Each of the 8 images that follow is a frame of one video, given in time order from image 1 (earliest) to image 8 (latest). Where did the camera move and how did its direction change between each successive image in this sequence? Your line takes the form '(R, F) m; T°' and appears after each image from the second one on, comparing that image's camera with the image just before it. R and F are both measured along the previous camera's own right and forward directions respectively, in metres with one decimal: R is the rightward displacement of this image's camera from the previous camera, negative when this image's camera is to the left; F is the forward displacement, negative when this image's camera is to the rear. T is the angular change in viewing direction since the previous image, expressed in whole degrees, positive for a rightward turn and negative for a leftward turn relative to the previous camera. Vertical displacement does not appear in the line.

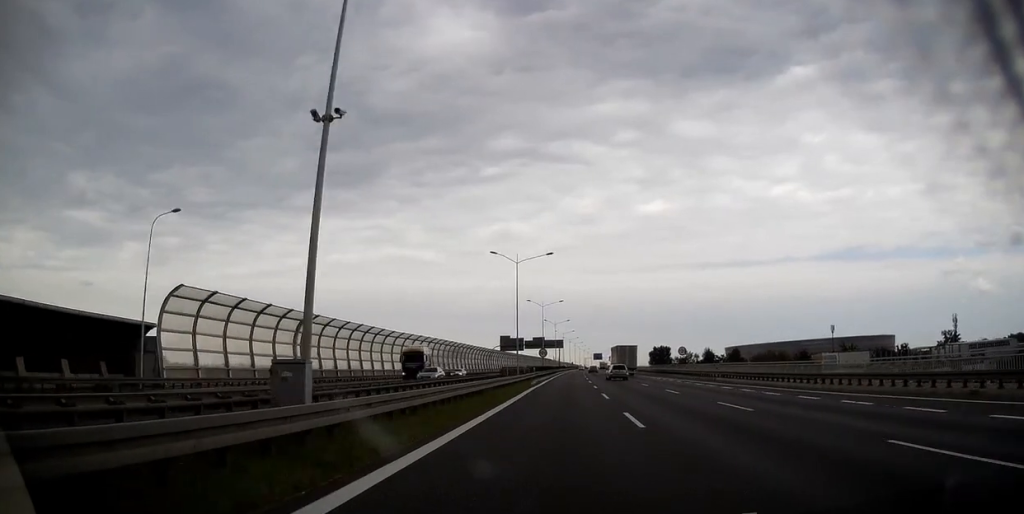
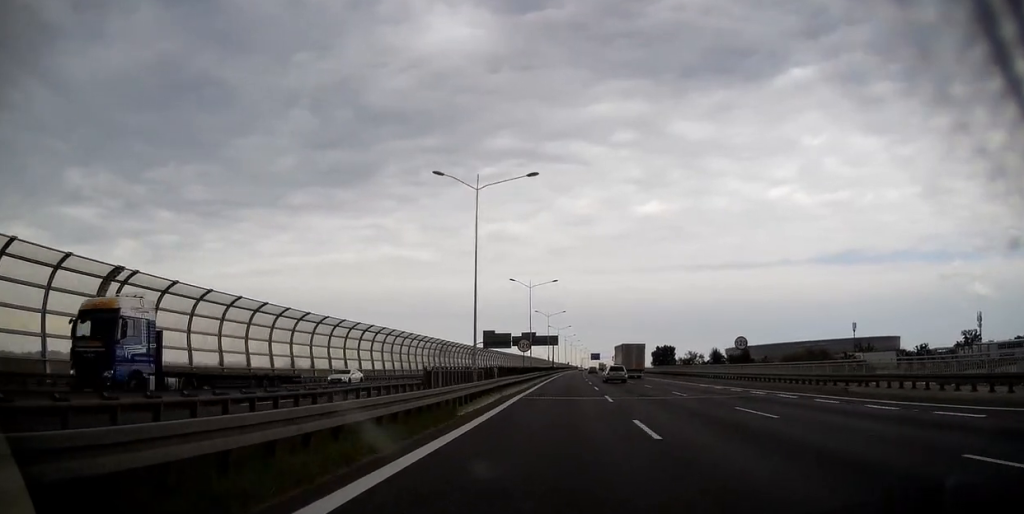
(0.0, +26.1) m; 0°
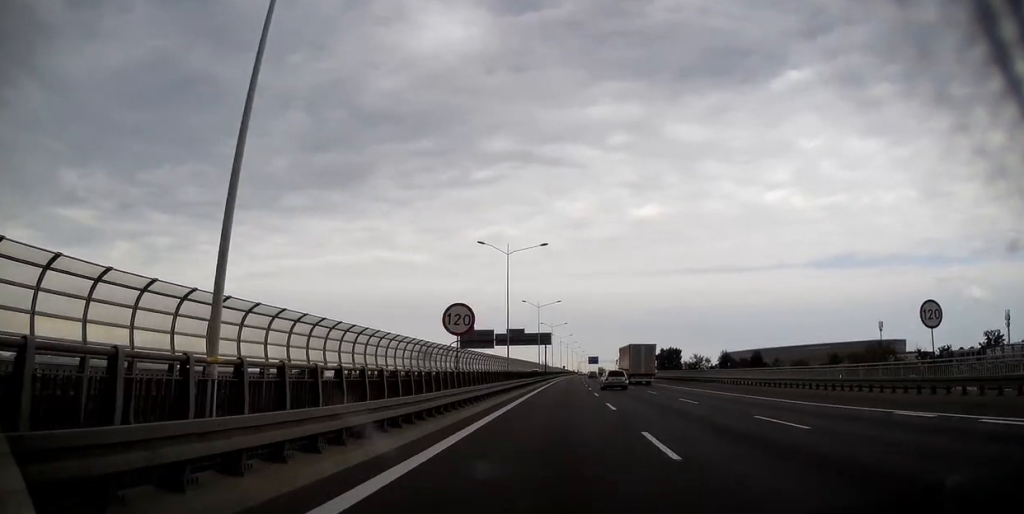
(+0.1, +26.2) m; +1°
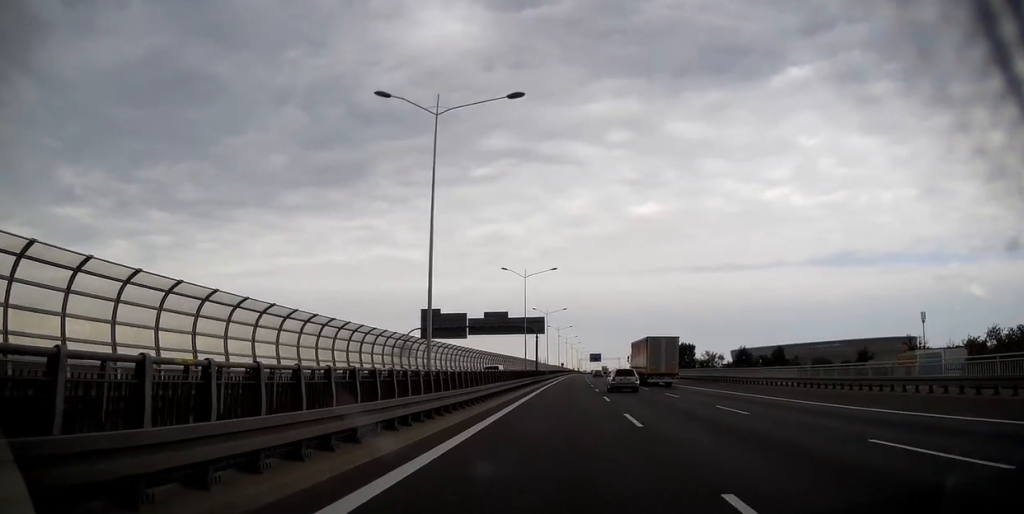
(+0.2, +30.7) m; 0°
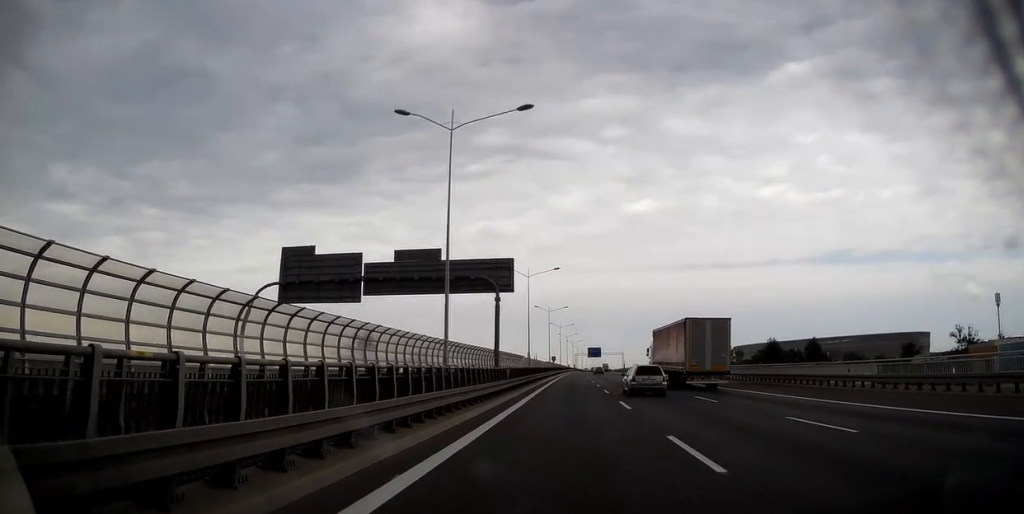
(-0.1, +43.0) m; 0°
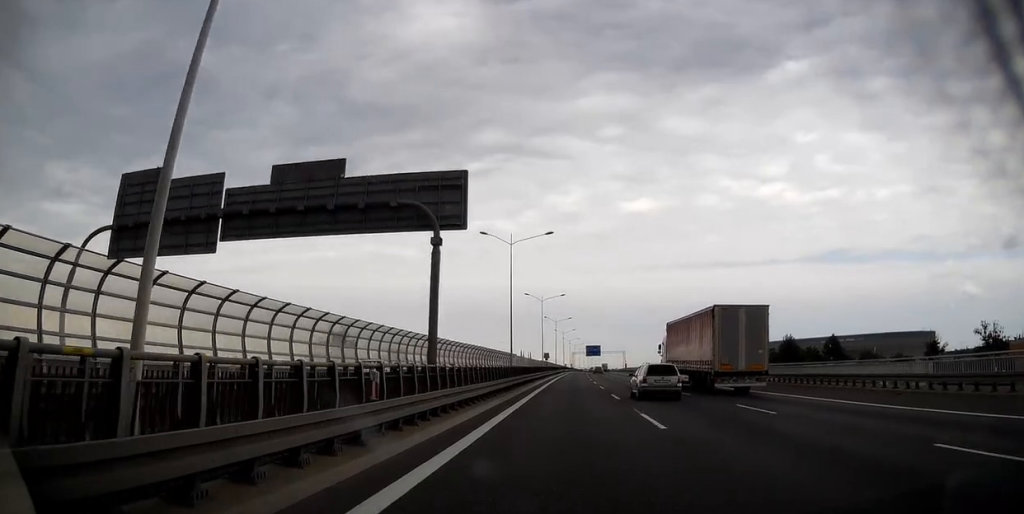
(+0.2, +18.8) m; 0°
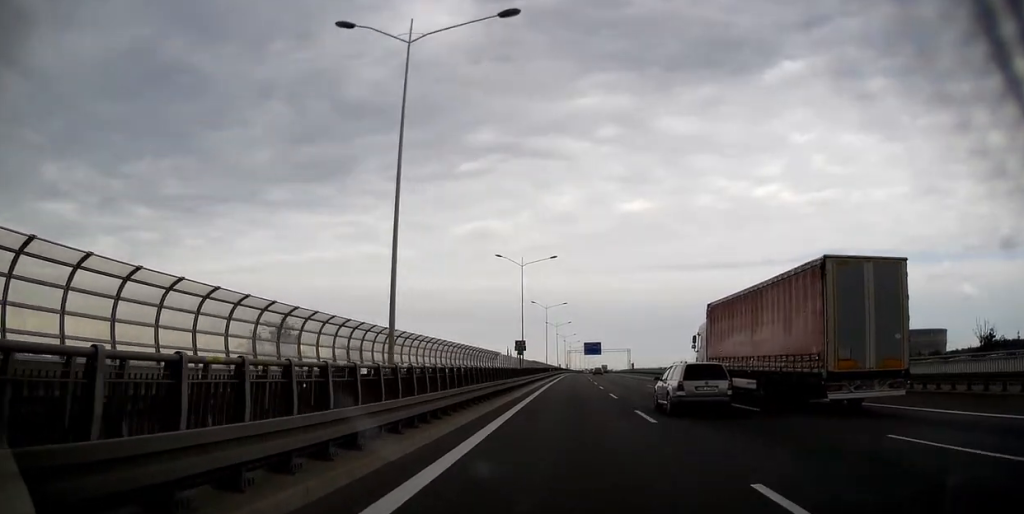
(+0.2, +34.3) m; 0°
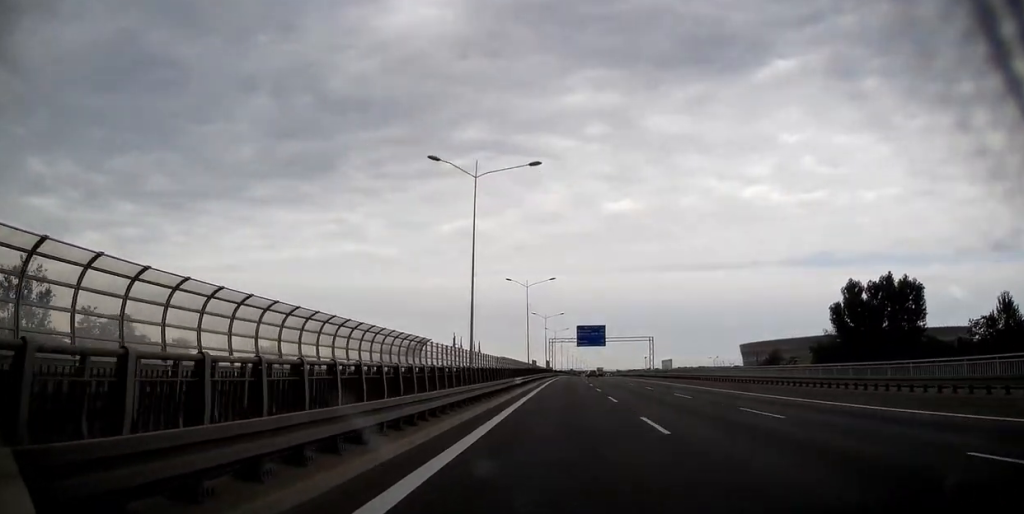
(+0.8, +74.7) m; +1°
